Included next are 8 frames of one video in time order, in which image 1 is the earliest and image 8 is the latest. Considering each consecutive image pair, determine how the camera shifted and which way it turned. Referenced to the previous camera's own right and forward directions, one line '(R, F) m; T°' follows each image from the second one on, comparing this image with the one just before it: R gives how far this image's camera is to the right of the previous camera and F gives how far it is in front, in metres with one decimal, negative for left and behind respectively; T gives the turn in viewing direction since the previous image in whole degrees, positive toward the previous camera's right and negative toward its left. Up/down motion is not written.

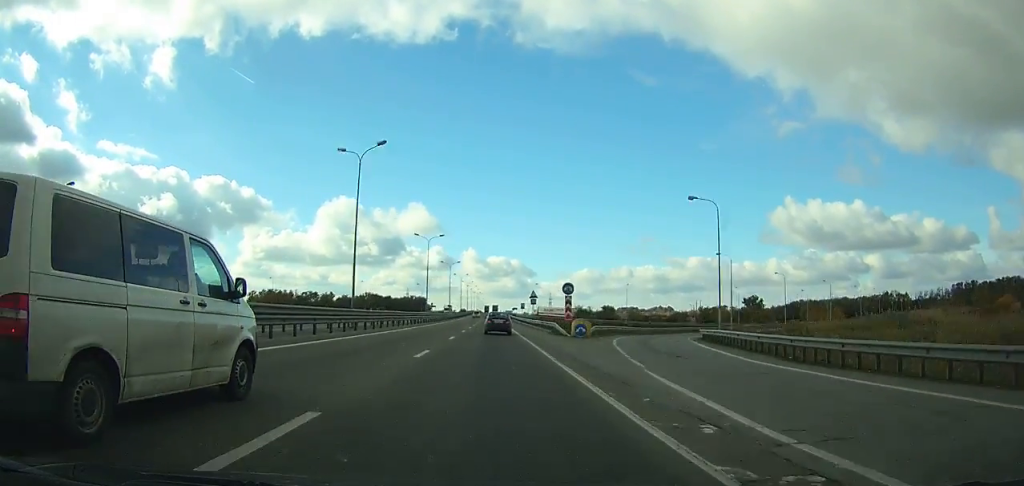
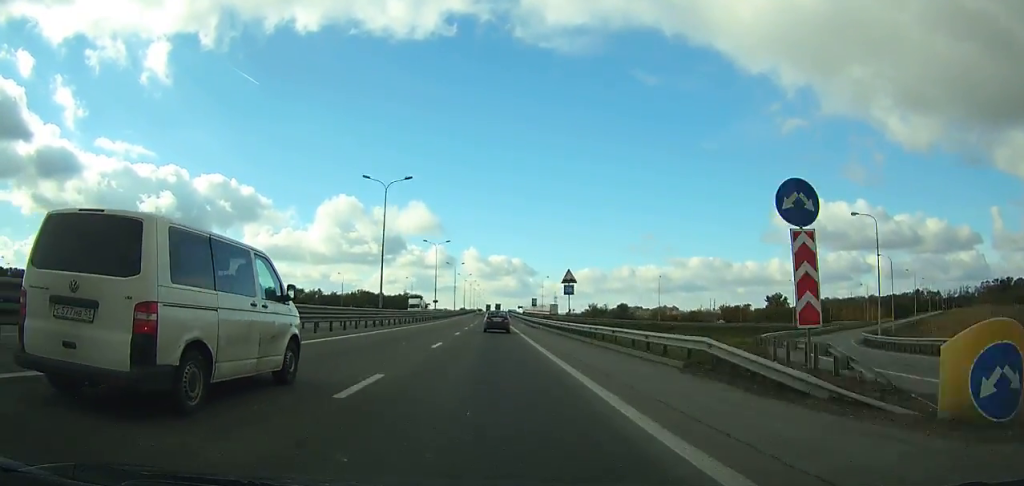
(0.0, +32.9) m; 0°
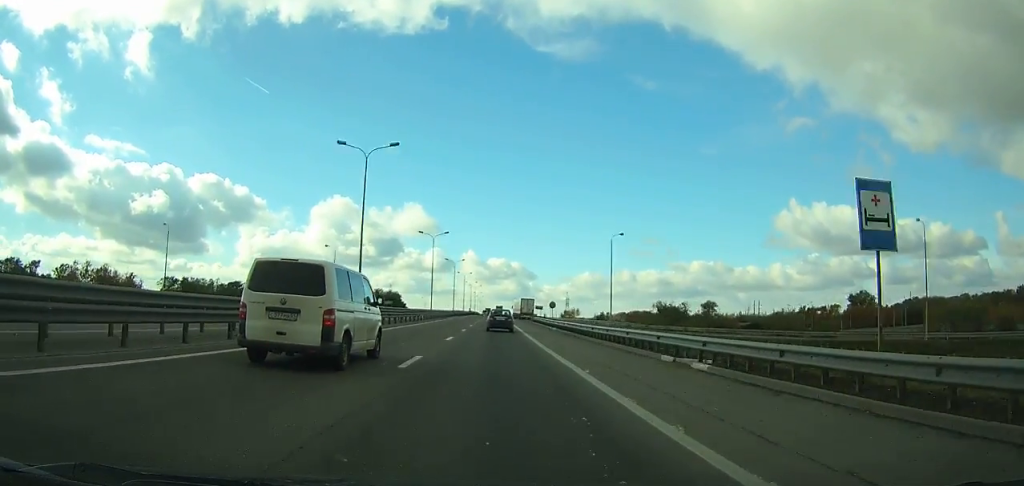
(-0.3, +89.9) m; 0°
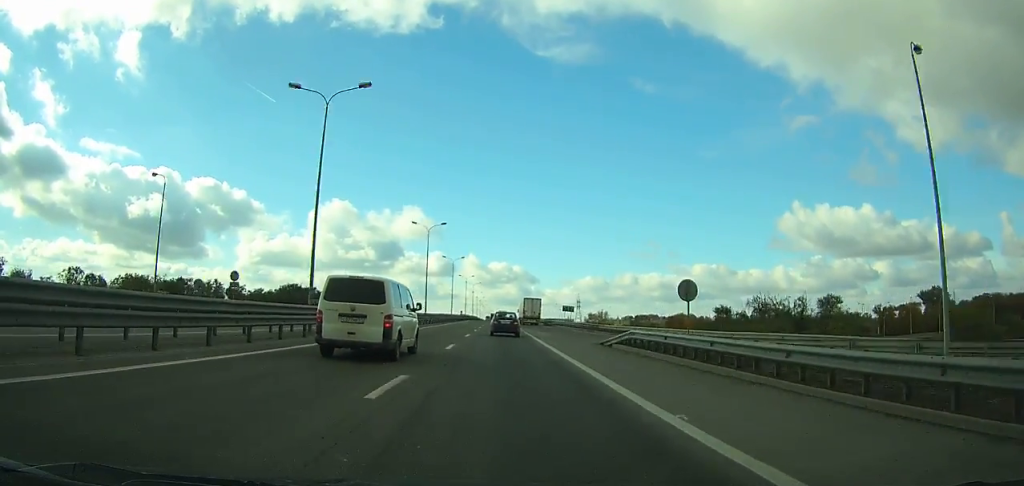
(-0.1, +48.7) m; 0°
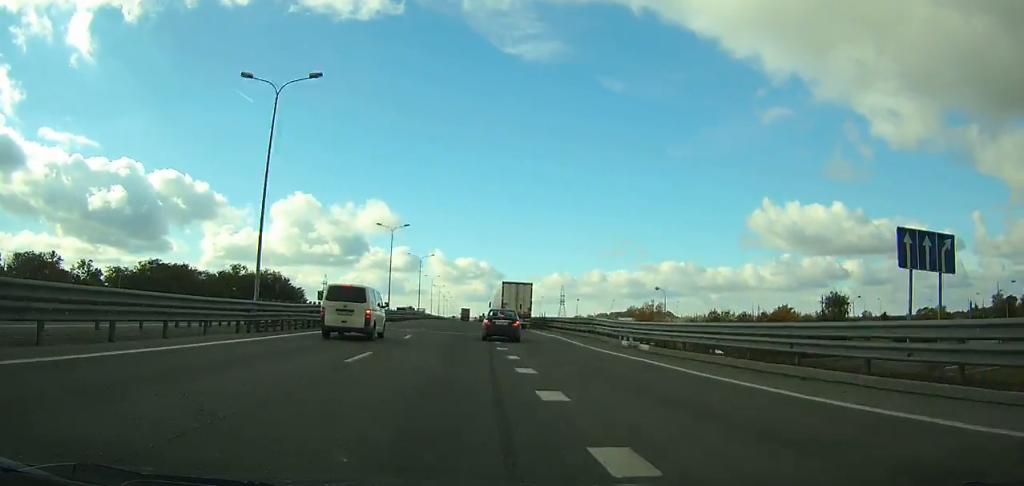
(+0.9, +73.8) m; +2°
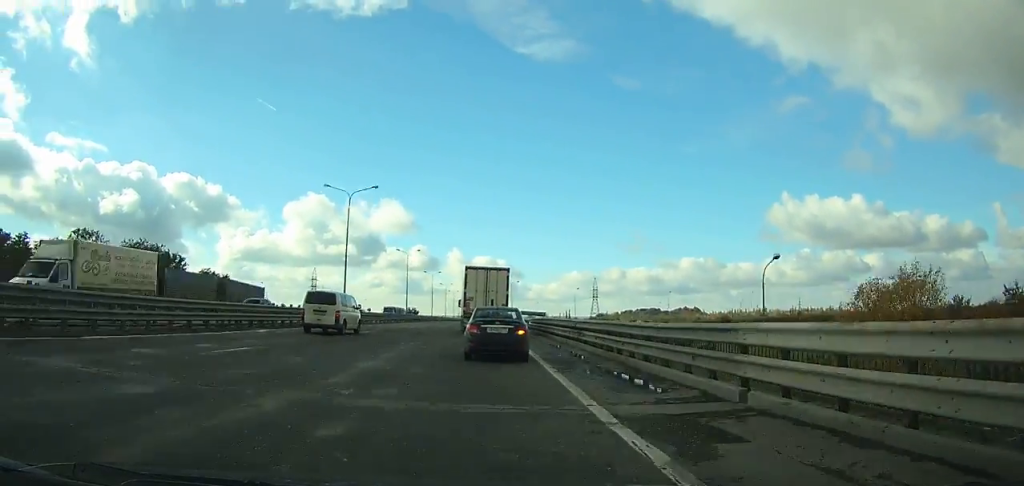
(+1.1, +60.9) m; 0°
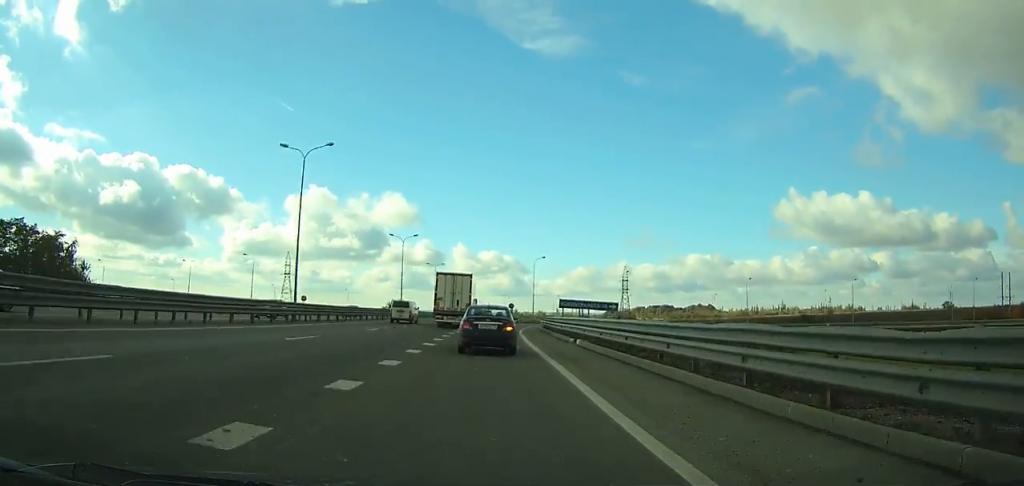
(-1.9, +60.3) m; -2°
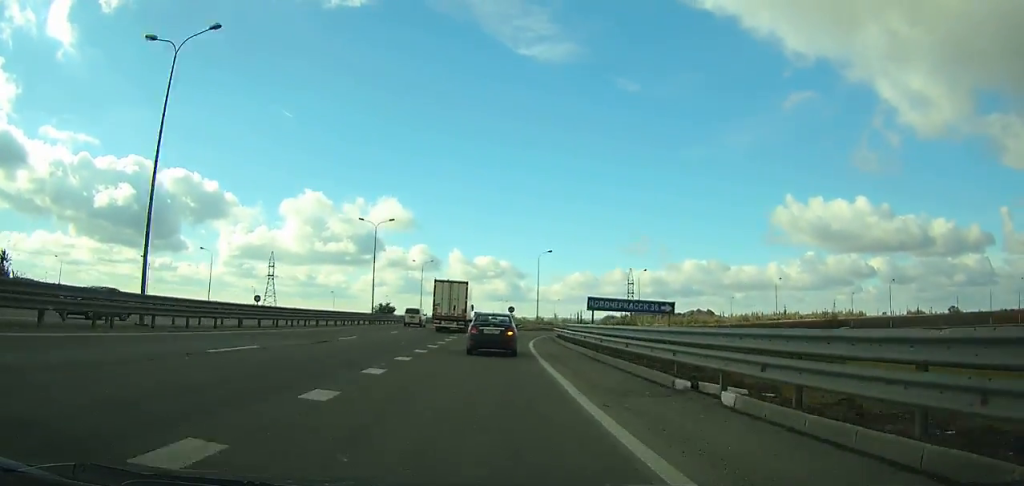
(0.0, +16.8) m; +1°
